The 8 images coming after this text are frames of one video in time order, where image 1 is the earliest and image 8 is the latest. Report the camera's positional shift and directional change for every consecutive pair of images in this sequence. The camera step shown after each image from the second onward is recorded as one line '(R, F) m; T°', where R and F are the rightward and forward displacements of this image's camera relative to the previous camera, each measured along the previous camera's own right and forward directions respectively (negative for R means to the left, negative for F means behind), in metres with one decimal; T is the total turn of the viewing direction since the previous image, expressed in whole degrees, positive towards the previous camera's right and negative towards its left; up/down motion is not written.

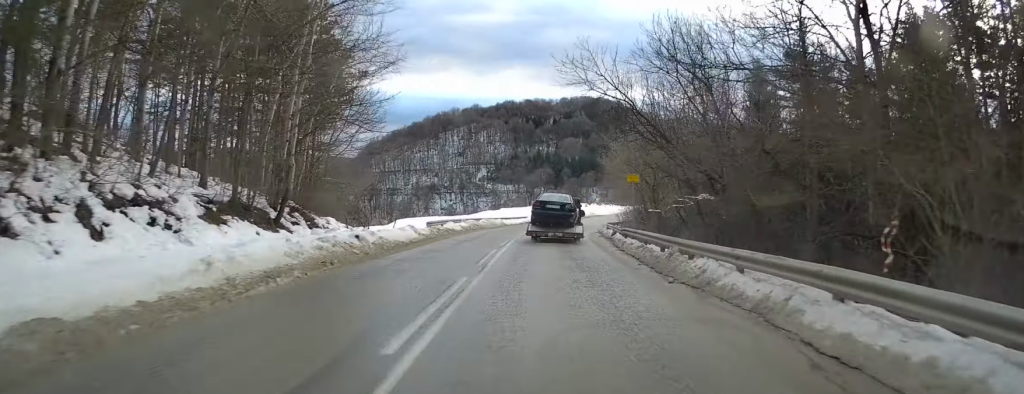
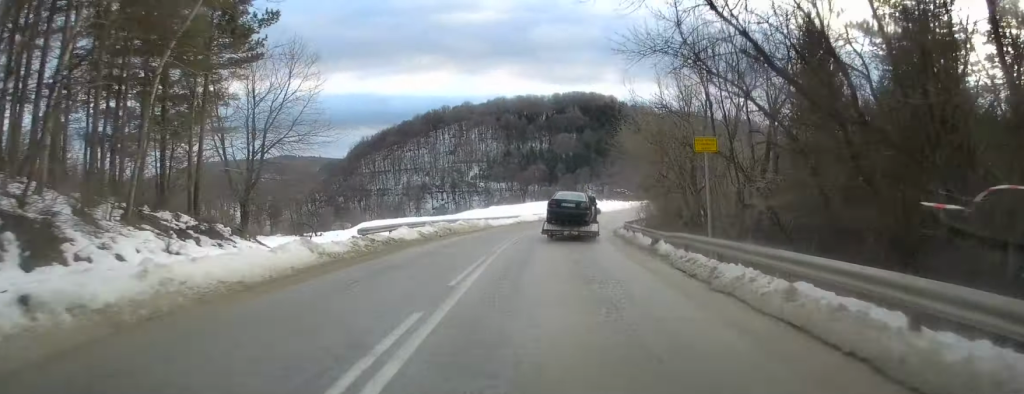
(+0.2, +12.7) m; +1°
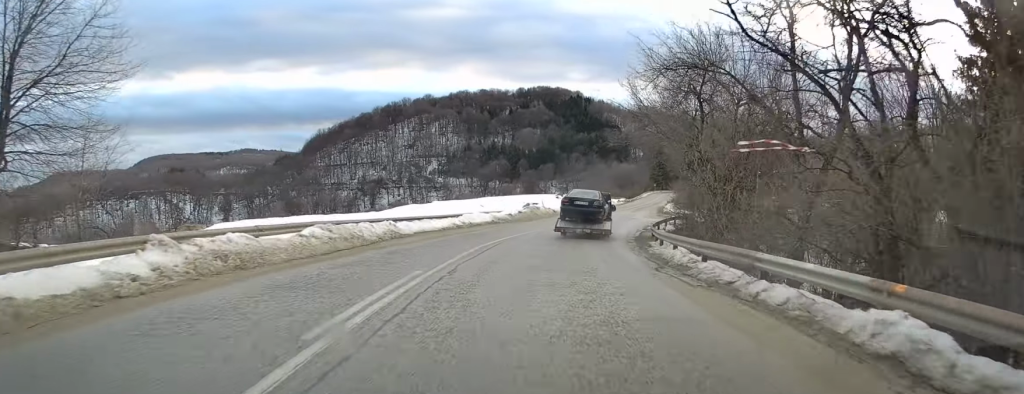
(+0.3, +22.1) m; +2°
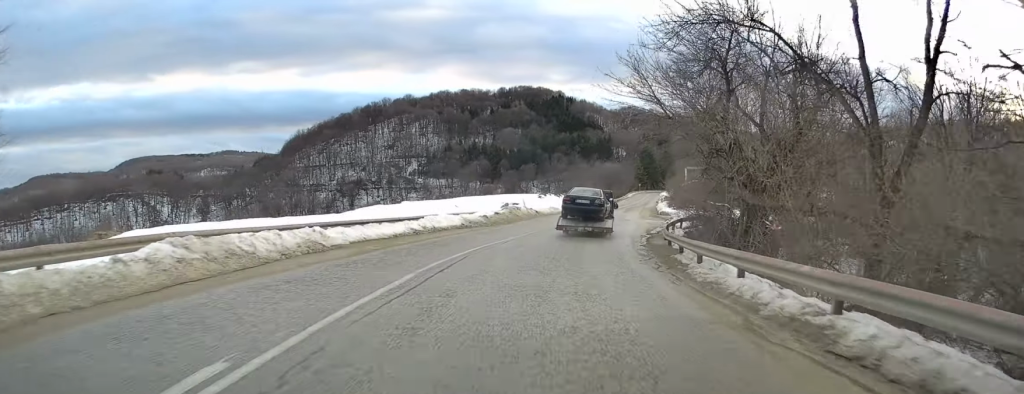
(0.0, +7.3) m; +1°
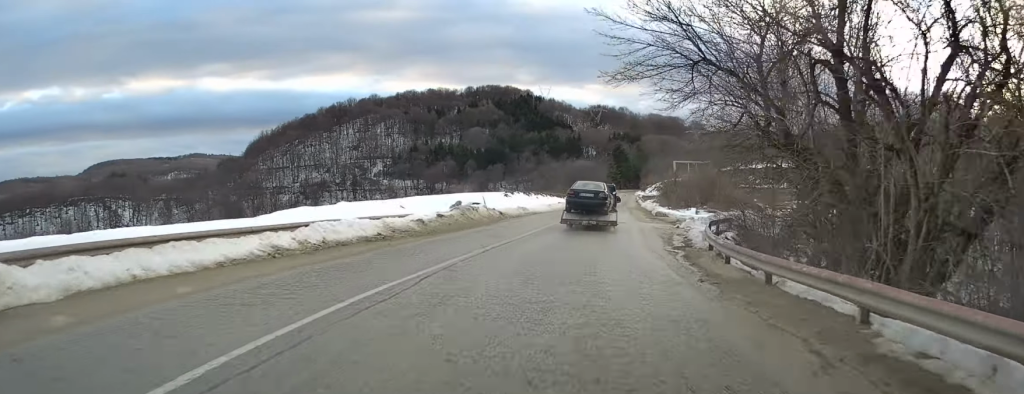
(+0.2, +12.2) m; +3°
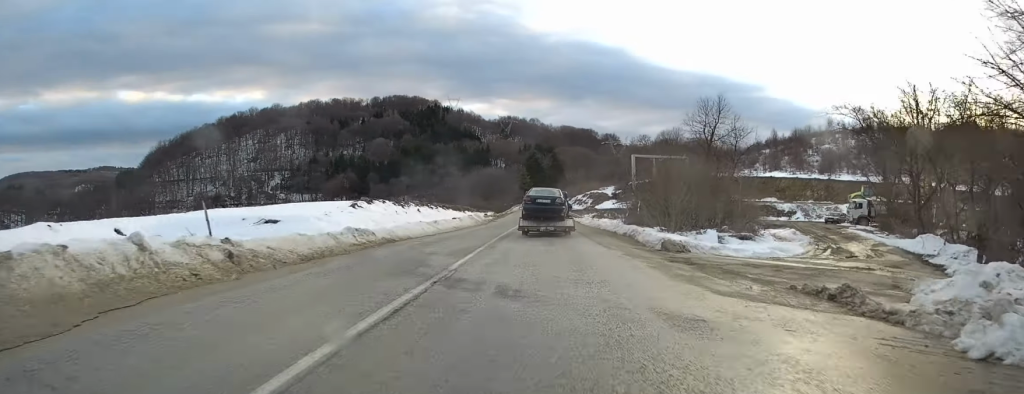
(+2.4, +27.9) m; +9°
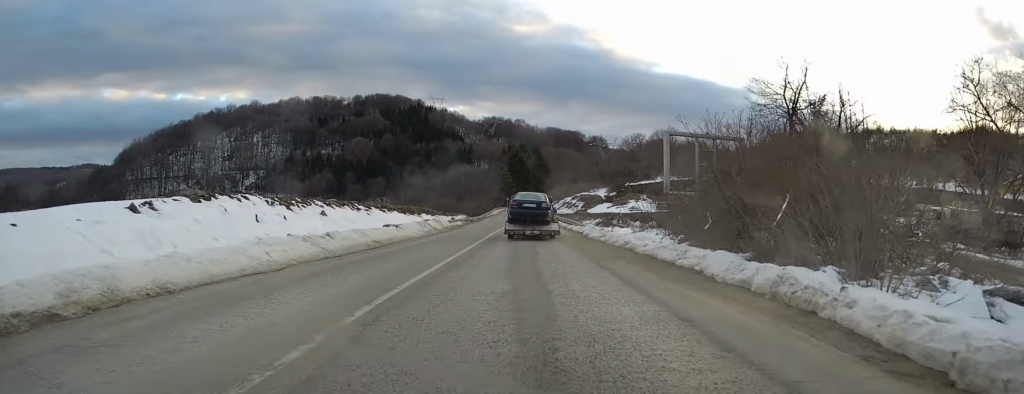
(+1.0, +19.1) m; +2°
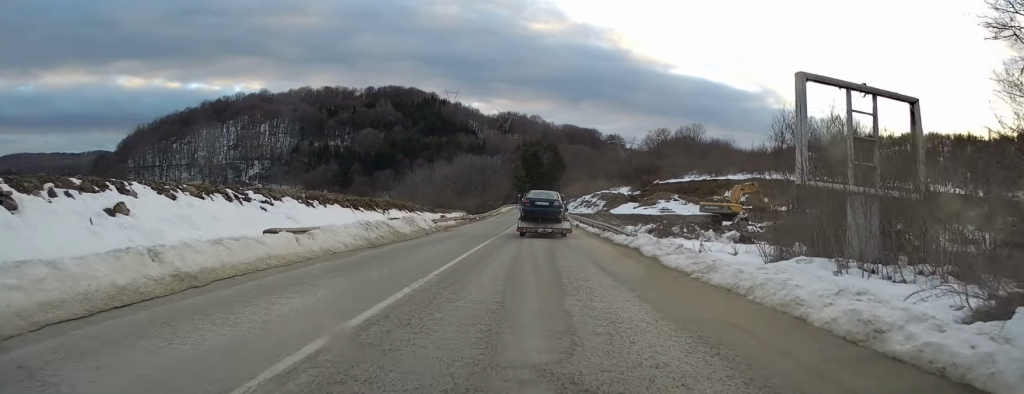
(-0.3, +16.3) m; -2°
